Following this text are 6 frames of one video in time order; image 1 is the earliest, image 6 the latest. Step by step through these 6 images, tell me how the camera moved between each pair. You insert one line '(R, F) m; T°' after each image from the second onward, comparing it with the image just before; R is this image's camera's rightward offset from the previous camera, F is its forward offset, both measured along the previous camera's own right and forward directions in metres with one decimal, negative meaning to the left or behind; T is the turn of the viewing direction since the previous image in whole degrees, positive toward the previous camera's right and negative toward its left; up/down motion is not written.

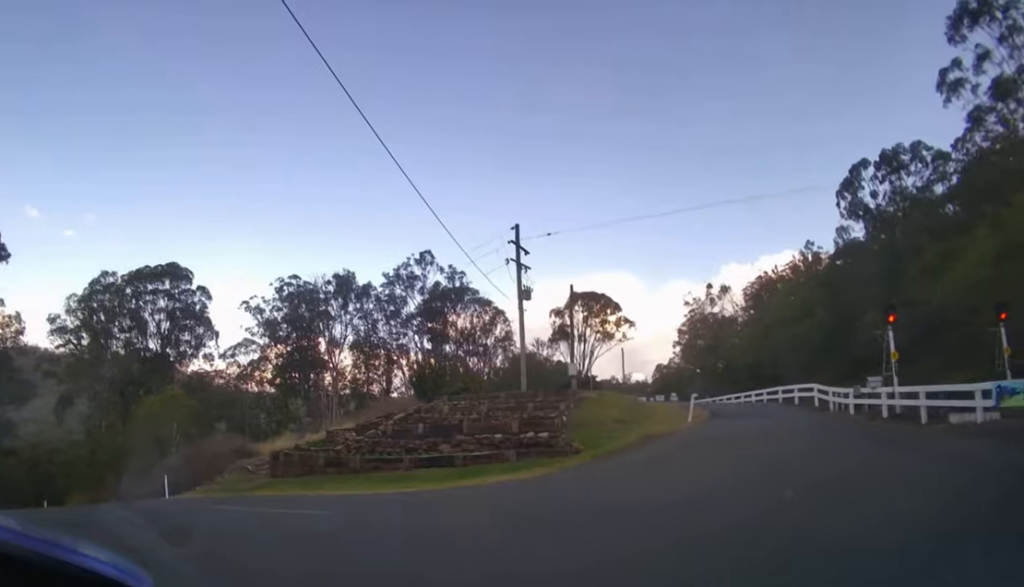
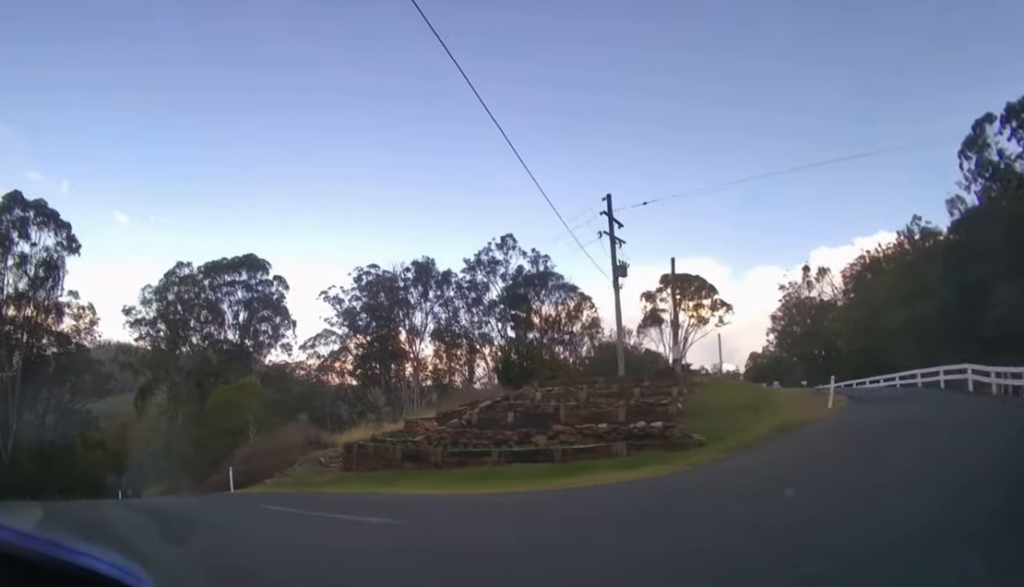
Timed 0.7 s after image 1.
(-0.1, +2.4) m; -9°
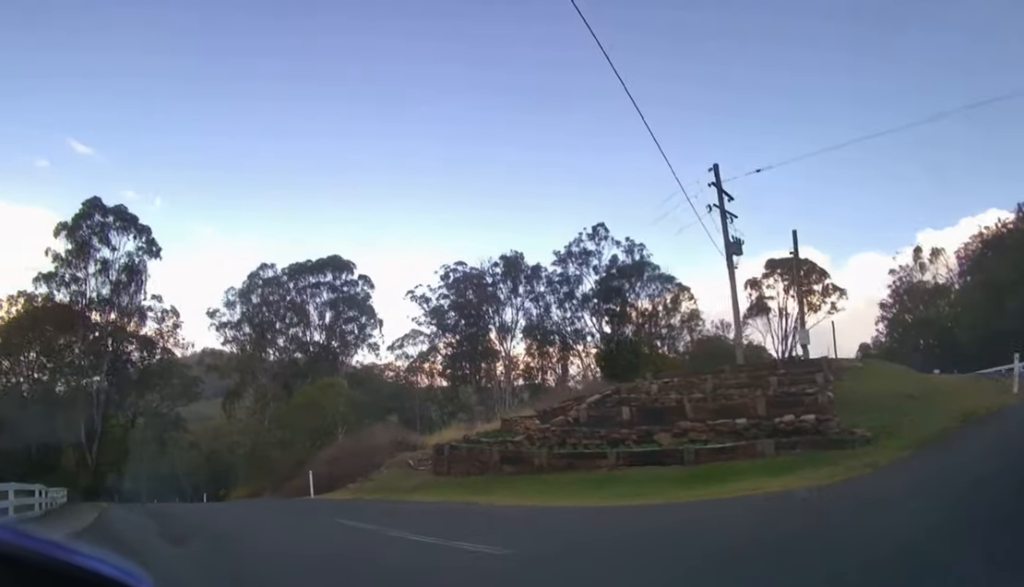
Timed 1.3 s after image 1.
(-0.3, +2.3) m; -9°
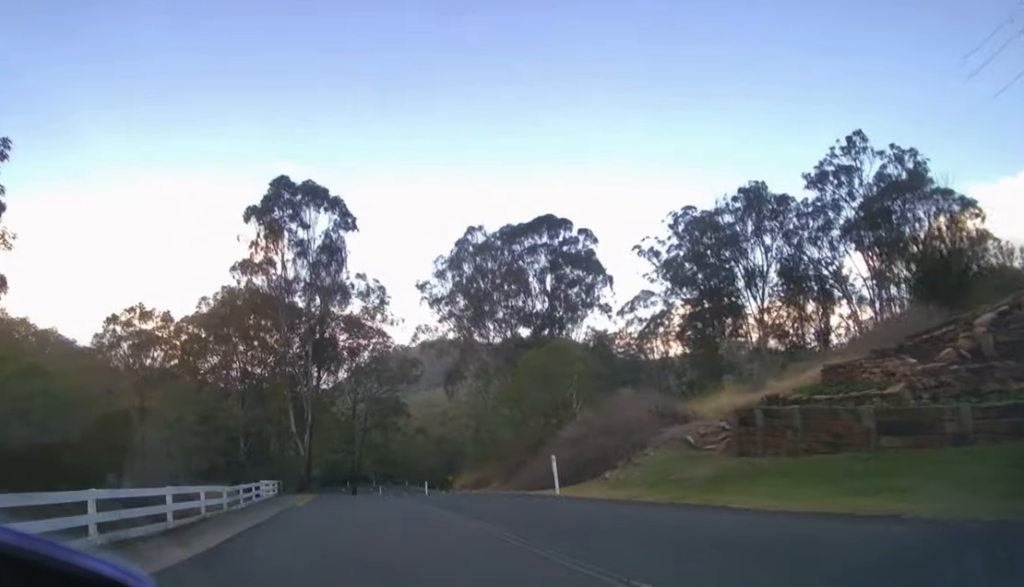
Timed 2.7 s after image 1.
(-1.0, +5.8) m; -23°
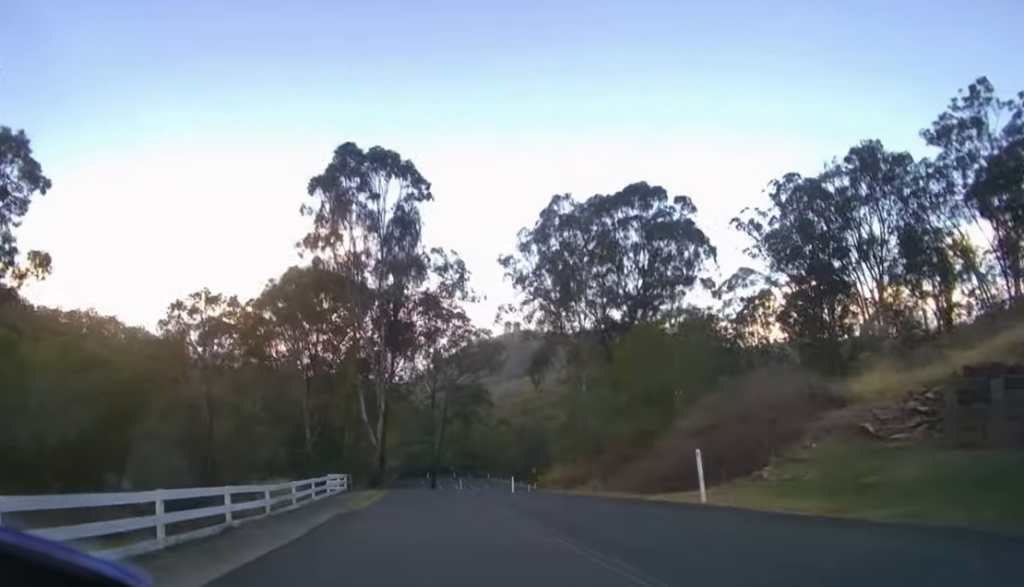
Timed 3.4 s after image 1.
(-0.5, +3.8) m; -8°
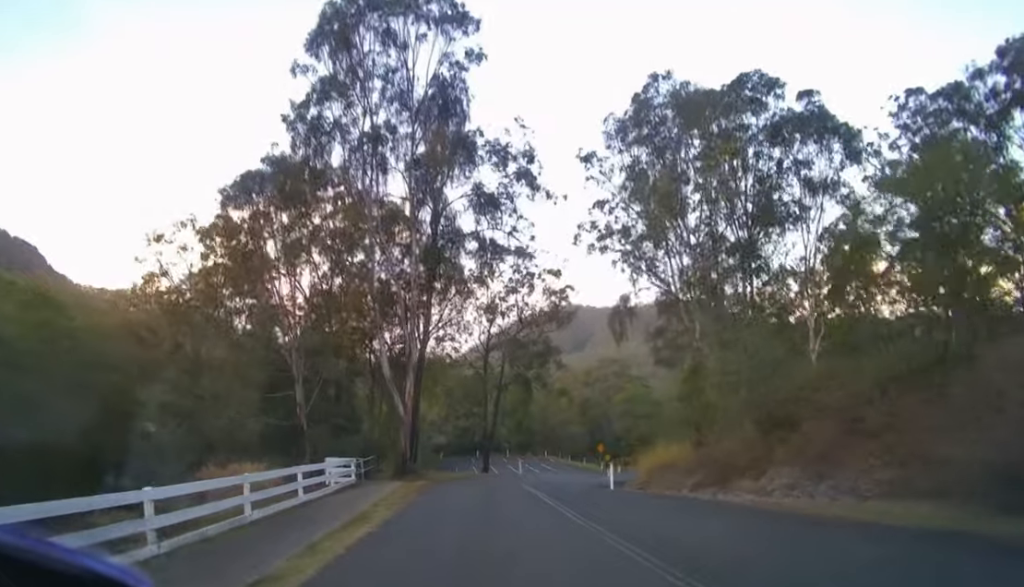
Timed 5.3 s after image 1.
(-1.1, +11.3) m; -7°
